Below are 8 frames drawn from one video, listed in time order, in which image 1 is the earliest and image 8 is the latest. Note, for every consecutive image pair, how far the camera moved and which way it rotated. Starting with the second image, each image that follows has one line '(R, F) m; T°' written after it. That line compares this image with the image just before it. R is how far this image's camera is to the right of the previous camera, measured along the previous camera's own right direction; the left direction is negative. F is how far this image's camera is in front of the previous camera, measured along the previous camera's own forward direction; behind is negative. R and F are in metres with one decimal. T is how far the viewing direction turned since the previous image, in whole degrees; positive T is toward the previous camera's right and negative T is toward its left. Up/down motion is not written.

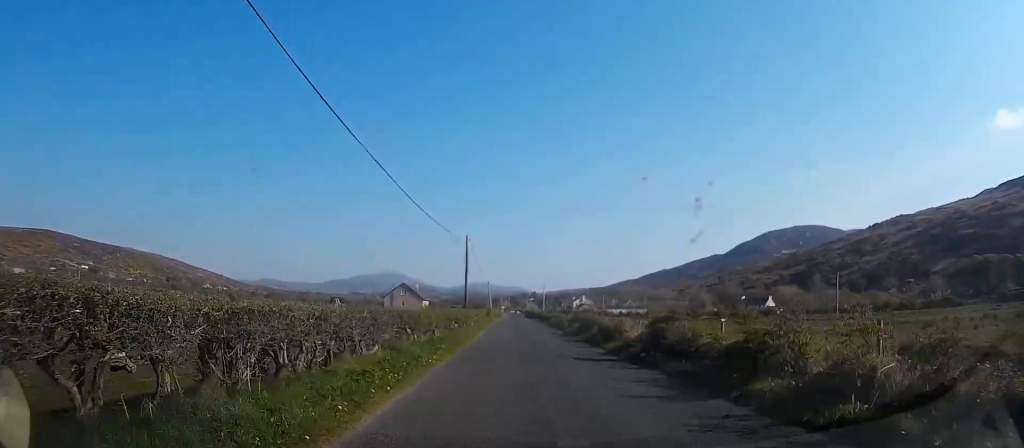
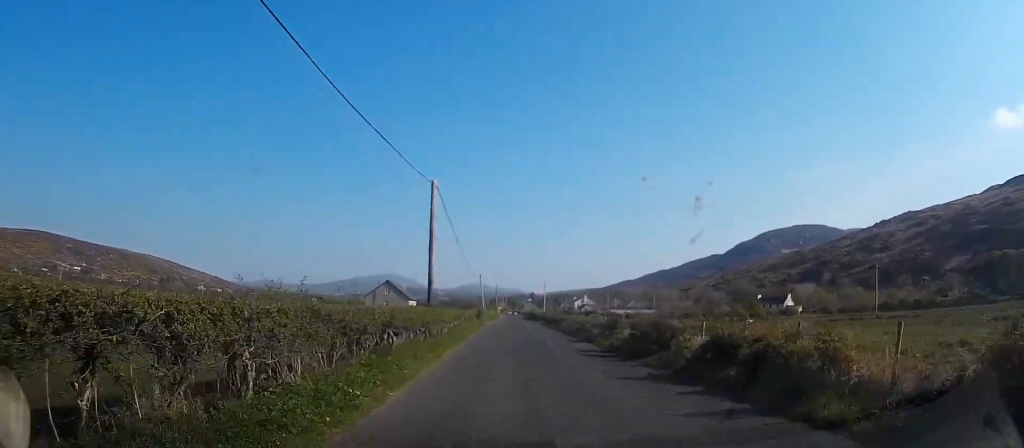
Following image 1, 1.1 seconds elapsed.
(0.0, +17.2) m; 0°
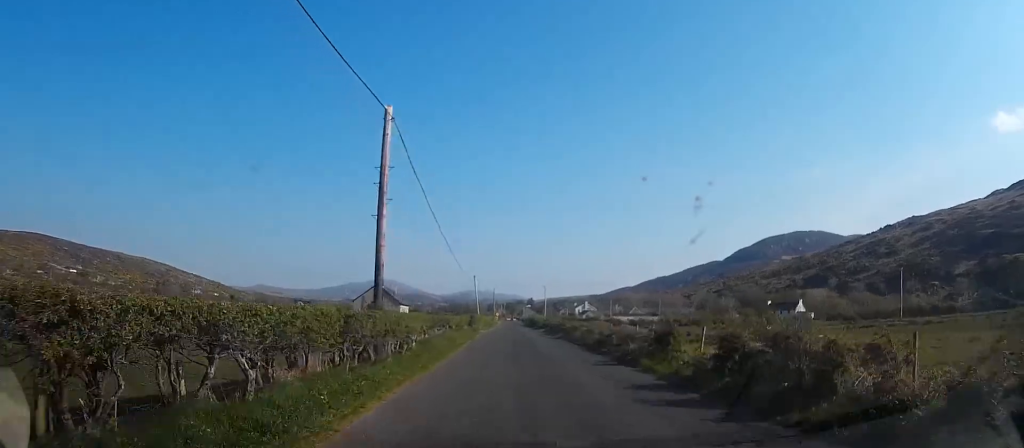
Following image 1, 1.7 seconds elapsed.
(0.0, +9.1) m; 0°
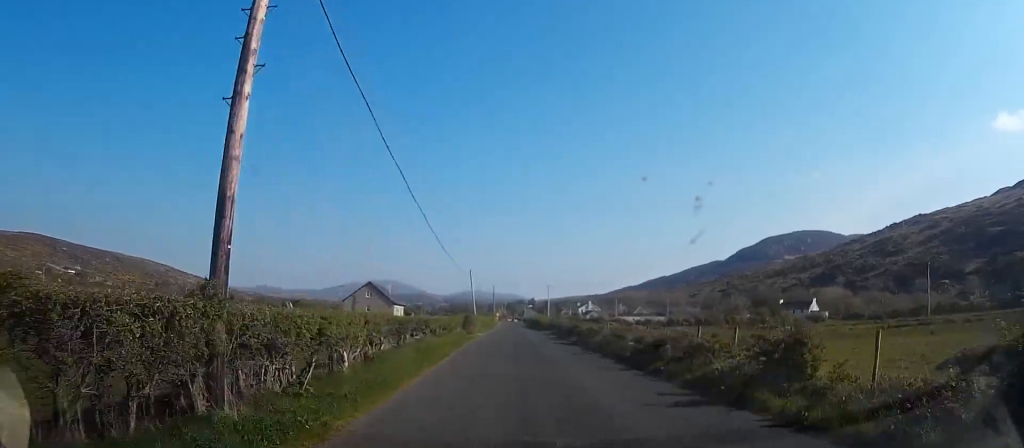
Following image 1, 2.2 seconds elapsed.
(+0.1, +8.3) m; 0°
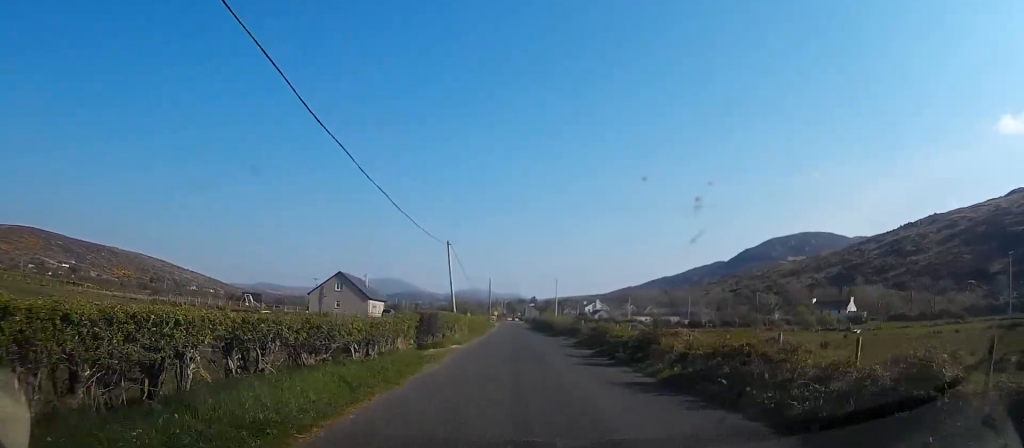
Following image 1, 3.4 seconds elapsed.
(-0.1, +21.2) m; -1°
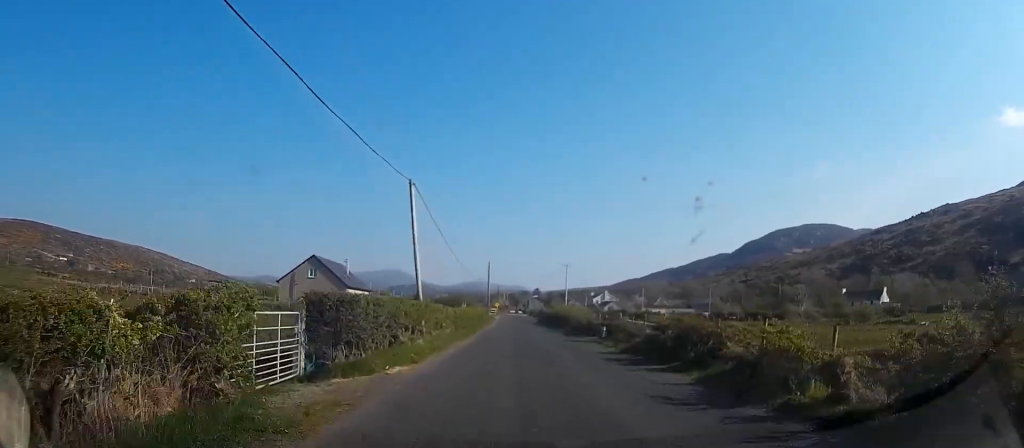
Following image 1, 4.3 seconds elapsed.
(0.0, +14.5) m; 0°
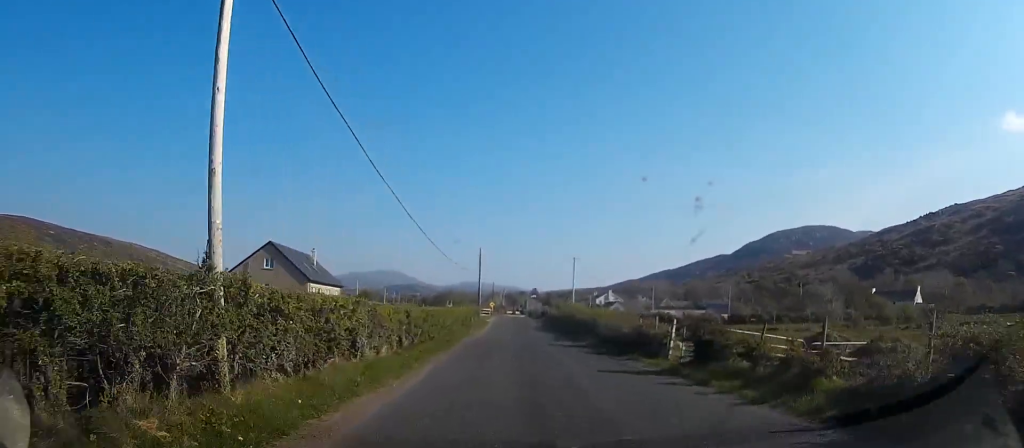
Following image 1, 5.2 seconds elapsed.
(0.0, +14.8) m; 0°
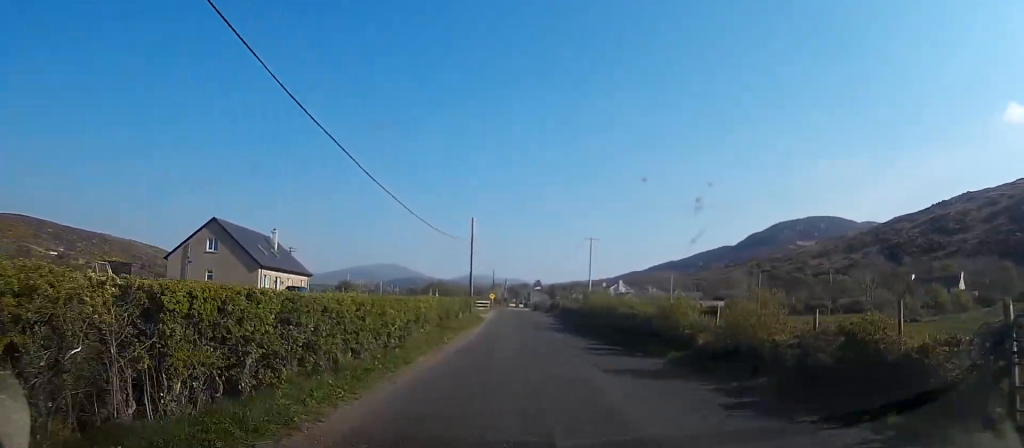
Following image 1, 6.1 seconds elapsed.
(0.0, +14.4) m; 0°
